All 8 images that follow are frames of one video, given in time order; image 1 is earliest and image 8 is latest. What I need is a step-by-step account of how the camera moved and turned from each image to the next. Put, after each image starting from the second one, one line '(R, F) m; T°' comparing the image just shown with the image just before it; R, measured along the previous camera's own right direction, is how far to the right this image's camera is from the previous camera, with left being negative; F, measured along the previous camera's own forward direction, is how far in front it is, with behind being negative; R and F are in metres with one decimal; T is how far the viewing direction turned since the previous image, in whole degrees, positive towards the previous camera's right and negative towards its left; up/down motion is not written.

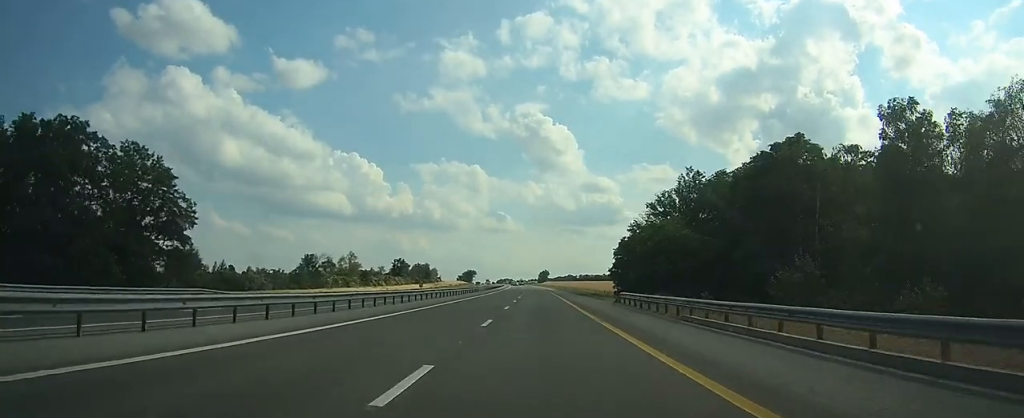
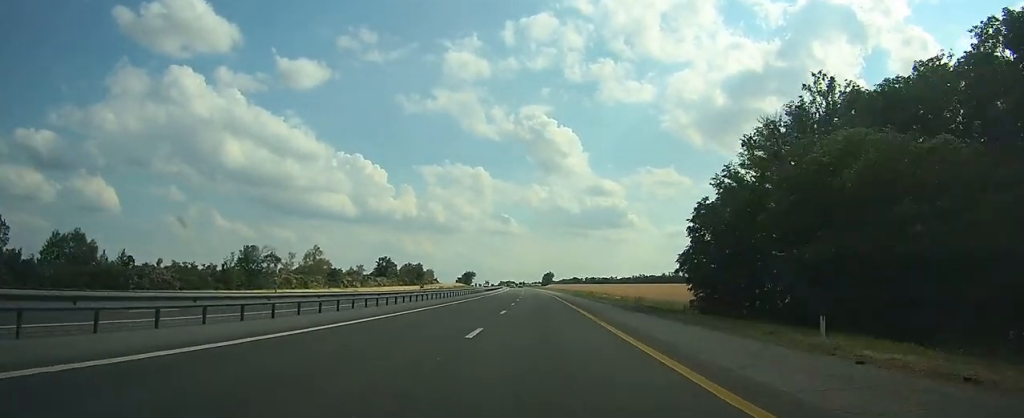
(0.0, +40.0) m; 0°
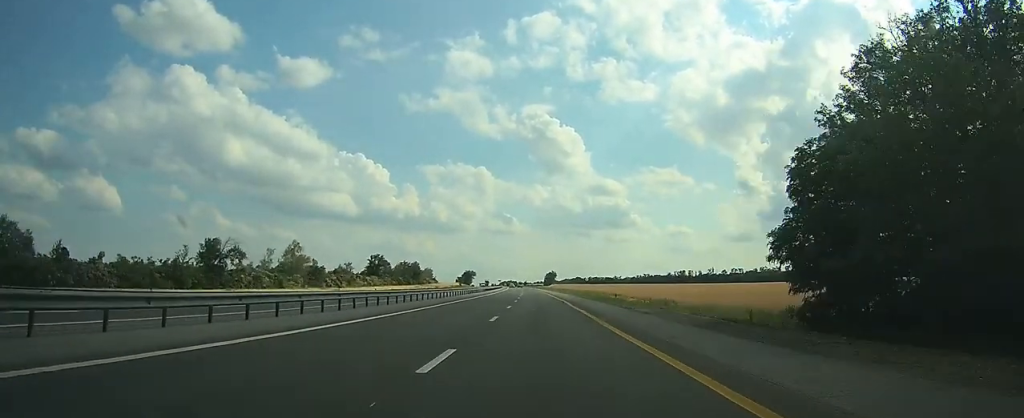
(0.0, +18.0) m; 0°
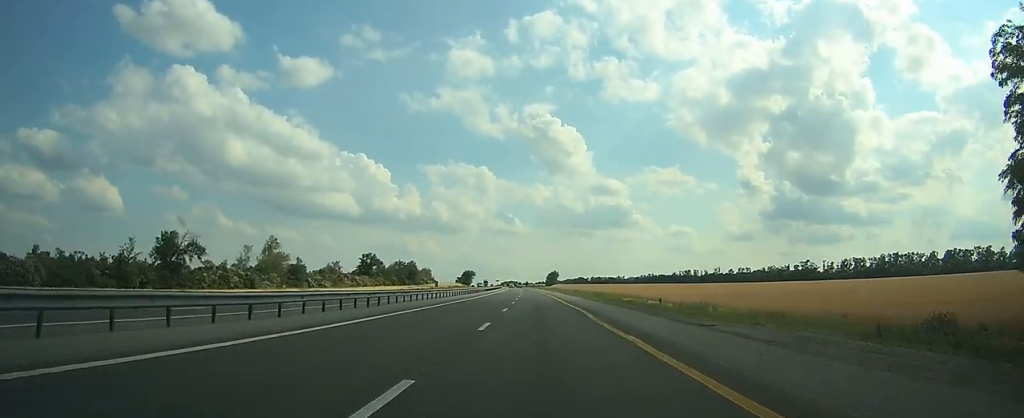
(+0.1, +15.9) m; 0°
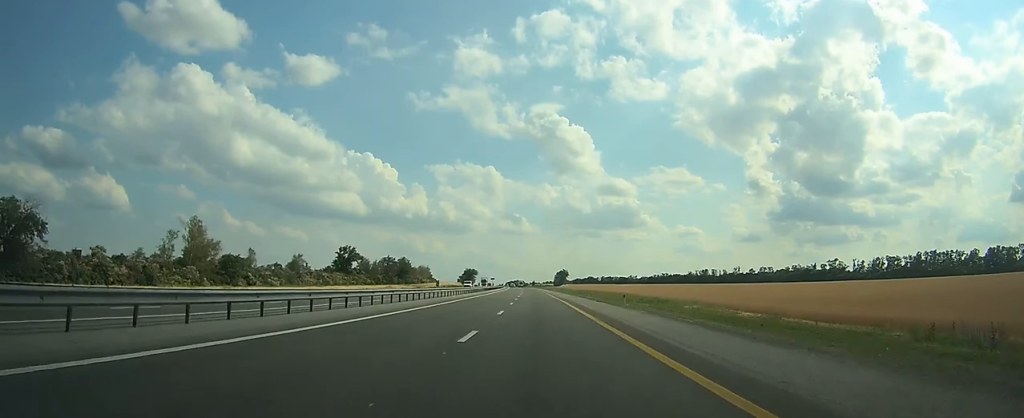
(+0.1, +39.7) m; 0°
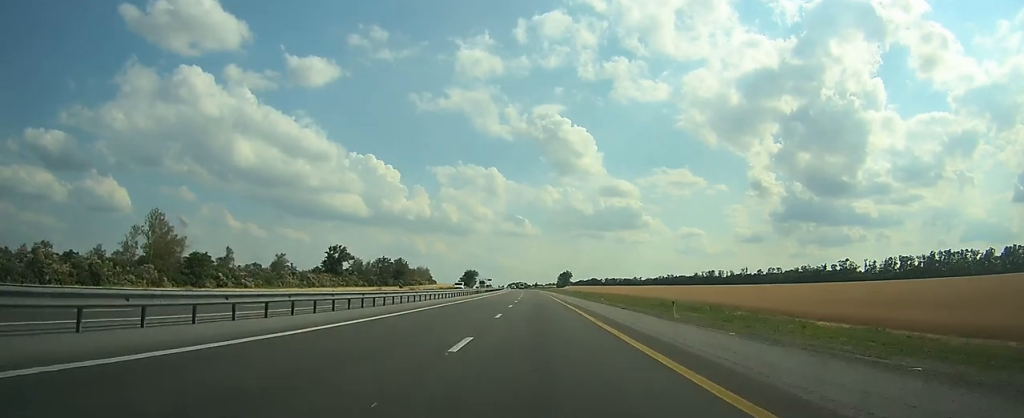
(0.0, +13.8) m; 0°
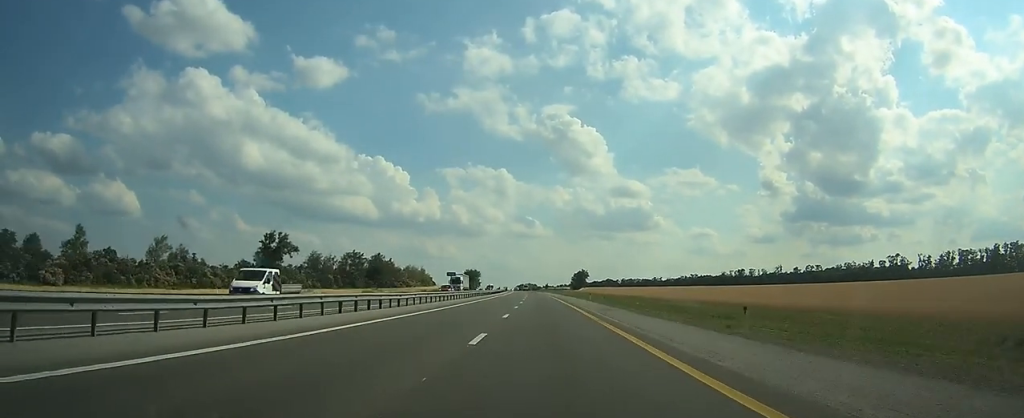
(-0.5, +57.8) m; -1°
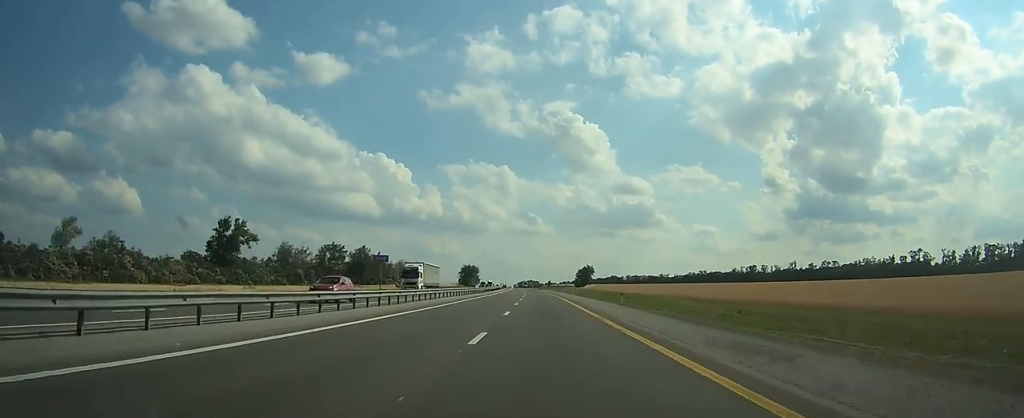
(-0.1, +24.4) m; -1°
